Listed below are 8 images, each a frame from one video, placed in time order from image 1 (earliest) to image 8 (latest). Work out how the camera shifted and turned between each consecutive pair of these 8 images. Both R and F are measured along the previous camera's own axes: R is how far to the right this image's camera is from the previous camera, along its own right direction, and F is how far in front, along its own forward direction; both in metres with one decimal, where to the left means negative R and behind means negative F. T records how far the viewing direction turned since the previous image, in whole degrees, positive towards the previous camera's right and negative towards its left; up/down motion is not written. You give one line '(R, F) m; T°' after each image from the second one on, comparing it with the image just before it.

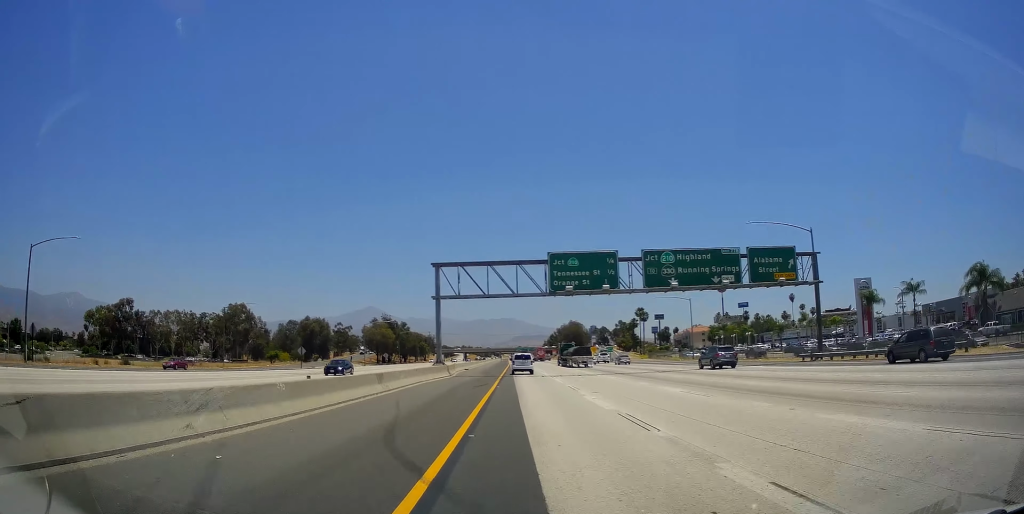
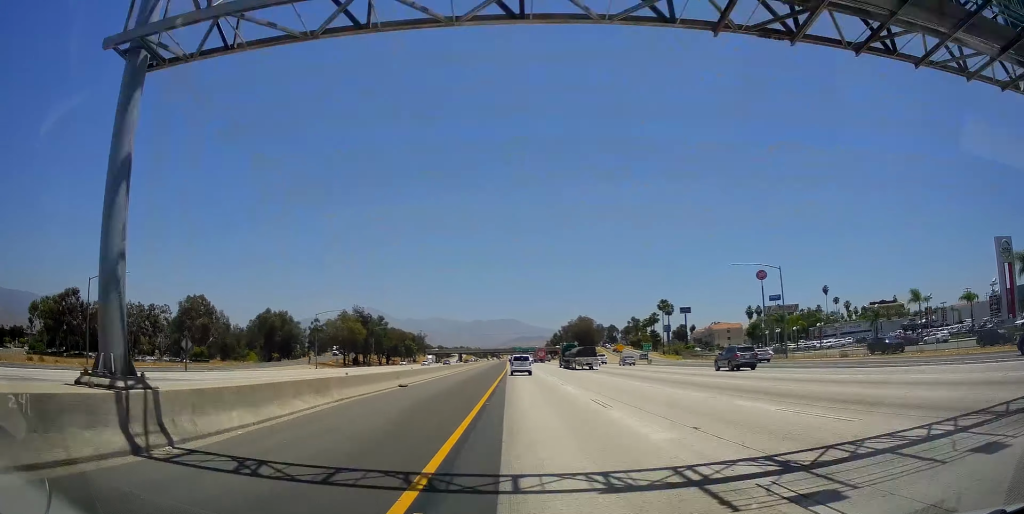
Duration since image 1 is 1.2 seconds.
(+0.5, +37.9) m; 0°
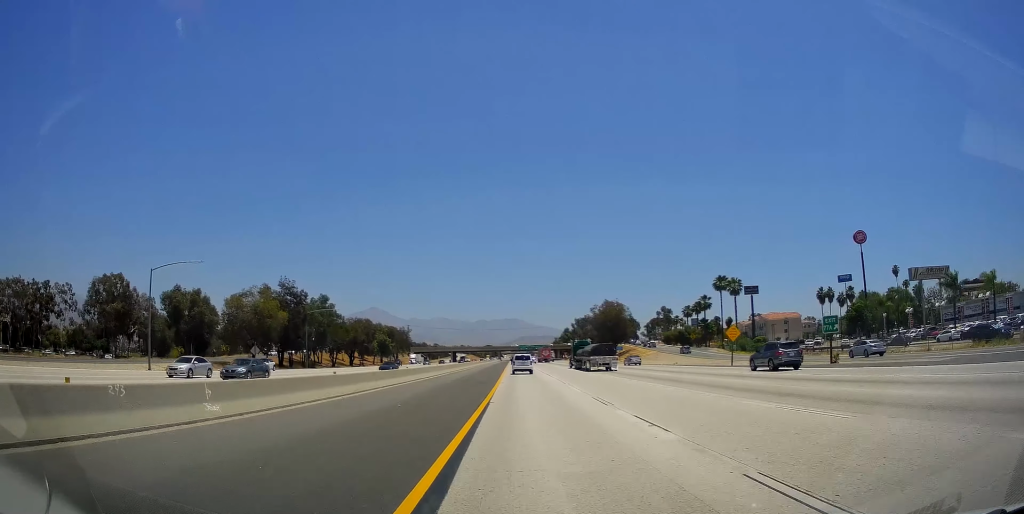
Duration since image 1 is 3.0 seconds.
(-0.6, +55.5) m; -1°
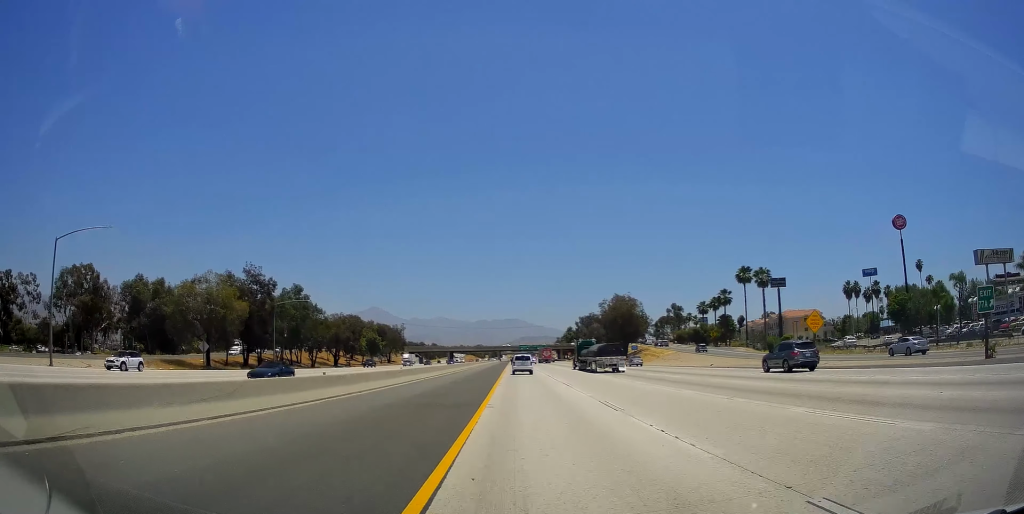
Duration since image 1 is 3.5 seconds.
(0.0, +15.8) m; 0°
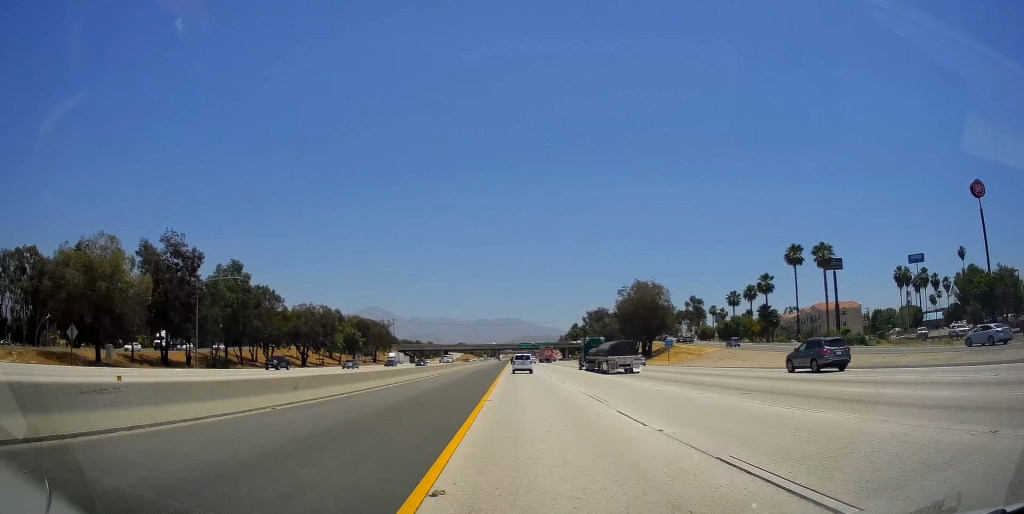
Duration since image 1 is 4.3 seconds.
(0.0, +26.2) m; 0°
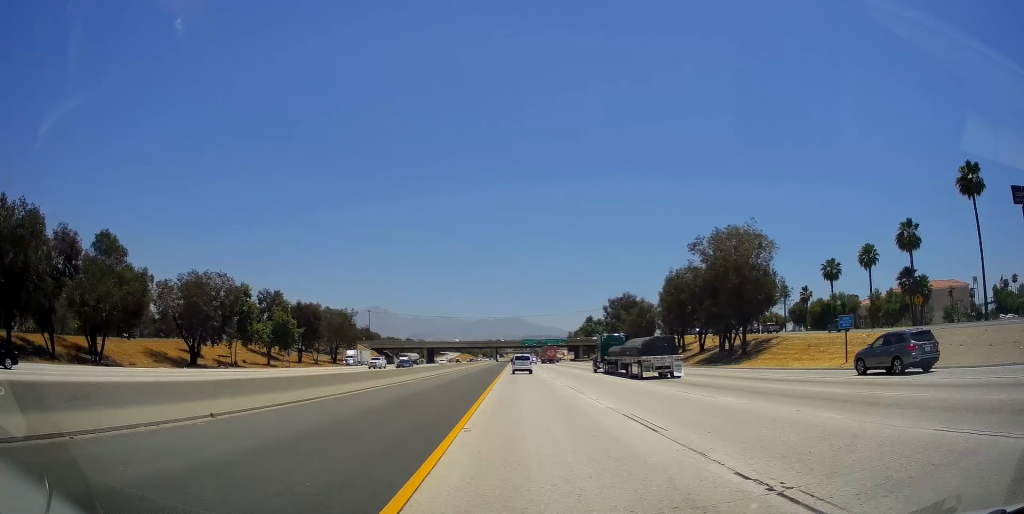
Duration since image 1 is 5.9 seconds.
(0.0, +52.9) m; 0°
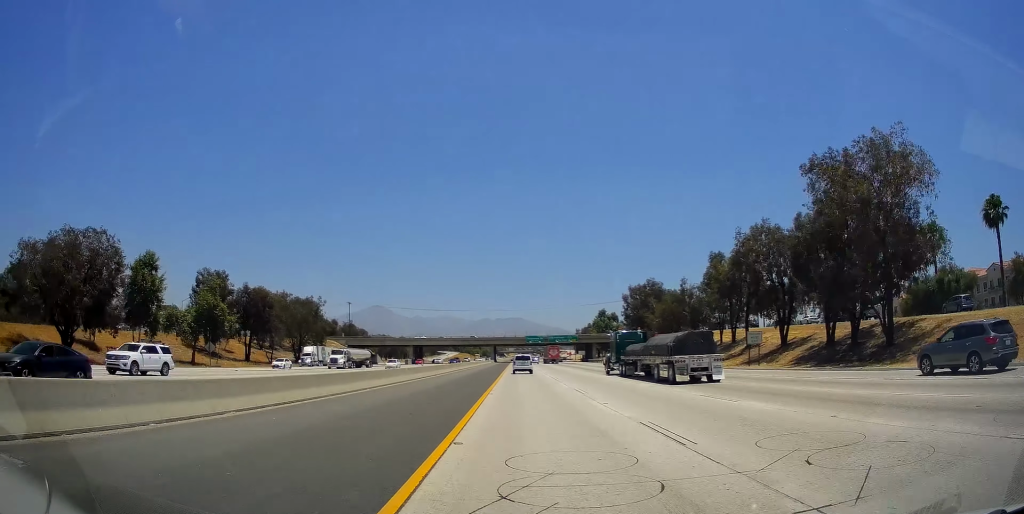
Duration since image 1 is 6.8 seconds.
(+0.1, +29.6) m; 0°
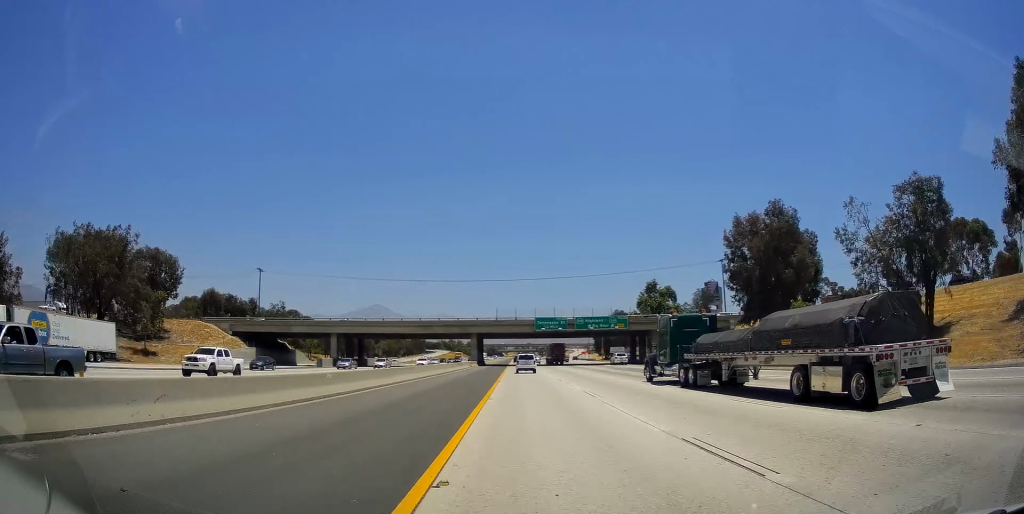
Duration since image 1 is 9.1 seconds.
(-1.0, +75.3) m; -1°
